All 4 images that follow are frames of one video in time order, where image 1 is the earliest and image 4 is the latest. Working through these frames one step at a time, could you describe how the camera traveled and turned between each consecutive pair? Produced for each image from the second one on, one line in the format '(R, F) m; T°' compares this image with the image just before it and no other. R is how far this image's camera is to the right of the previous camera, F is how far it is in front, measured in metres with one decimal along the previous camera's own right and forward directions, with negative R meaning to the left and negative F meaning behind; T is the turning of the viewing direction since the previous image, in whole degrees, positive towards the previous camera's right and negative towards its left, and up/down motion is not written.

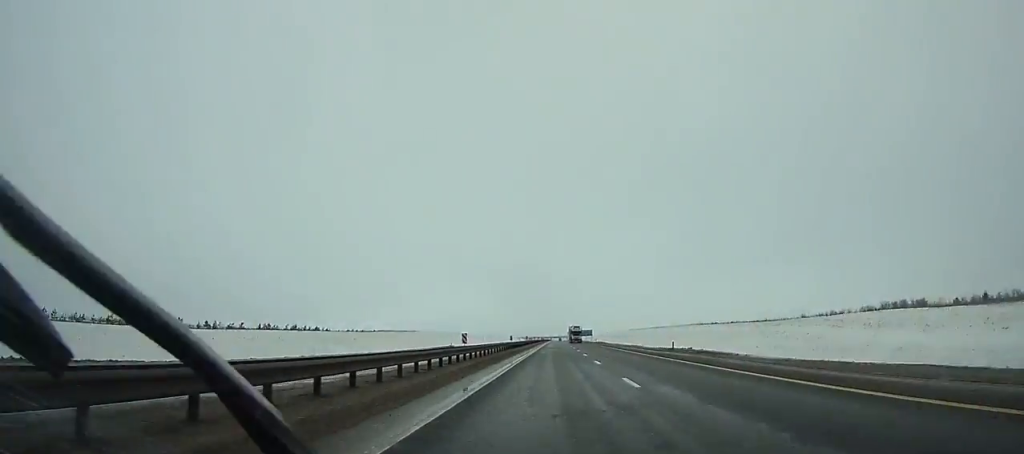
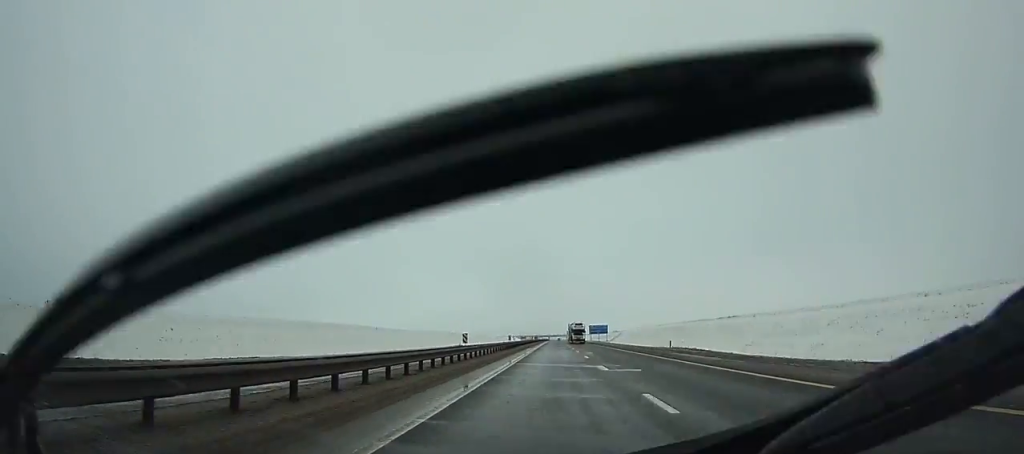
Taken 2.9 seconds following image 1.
(0.0, +88.0) m; 0°
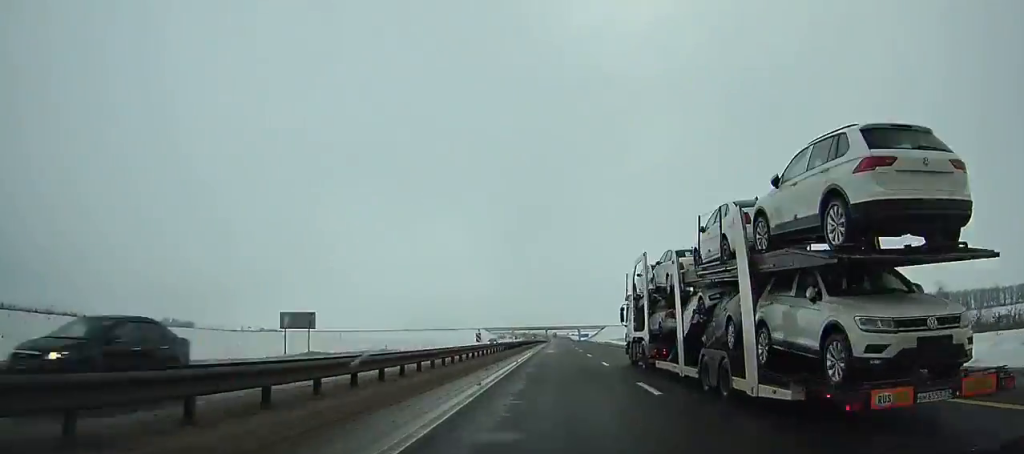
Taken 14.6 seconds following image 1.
(-0.1, +358.7) m; 0°
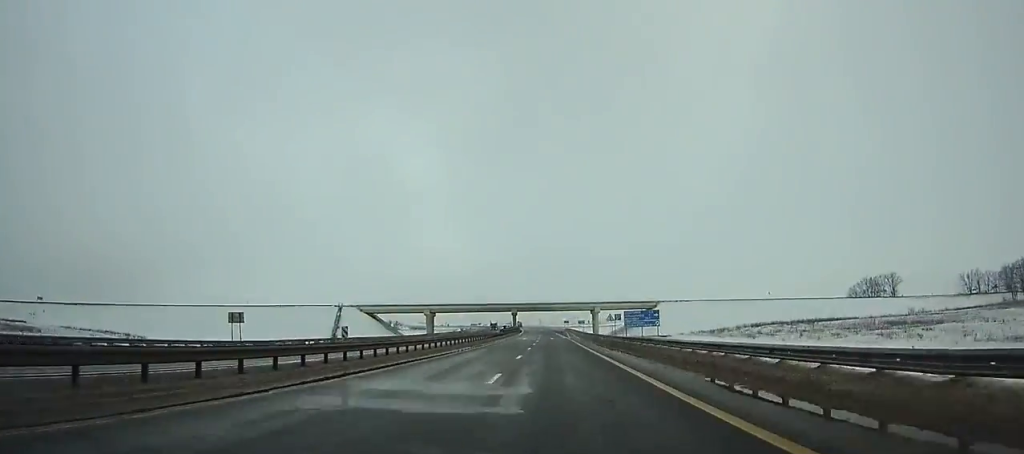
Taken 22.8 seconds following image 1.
(+1.9, +249.6) m; 0°
